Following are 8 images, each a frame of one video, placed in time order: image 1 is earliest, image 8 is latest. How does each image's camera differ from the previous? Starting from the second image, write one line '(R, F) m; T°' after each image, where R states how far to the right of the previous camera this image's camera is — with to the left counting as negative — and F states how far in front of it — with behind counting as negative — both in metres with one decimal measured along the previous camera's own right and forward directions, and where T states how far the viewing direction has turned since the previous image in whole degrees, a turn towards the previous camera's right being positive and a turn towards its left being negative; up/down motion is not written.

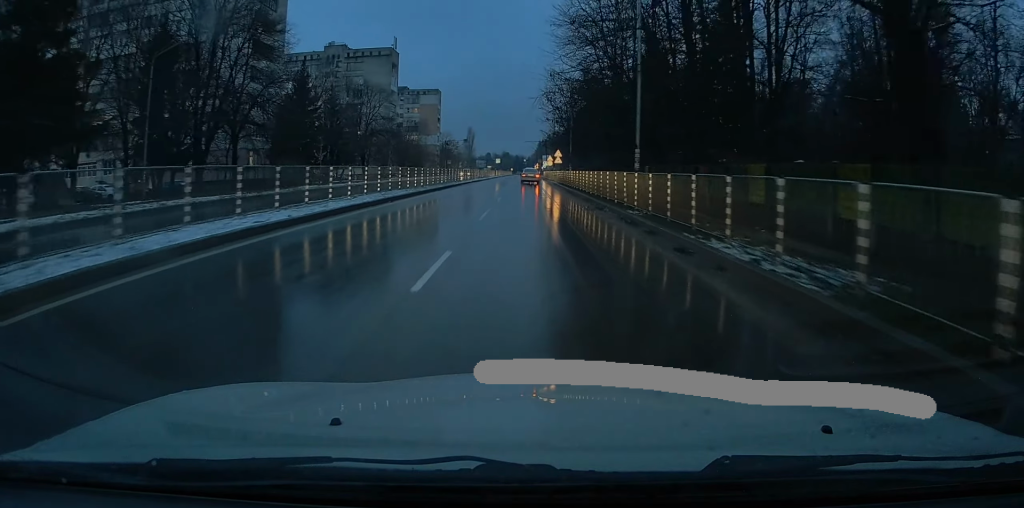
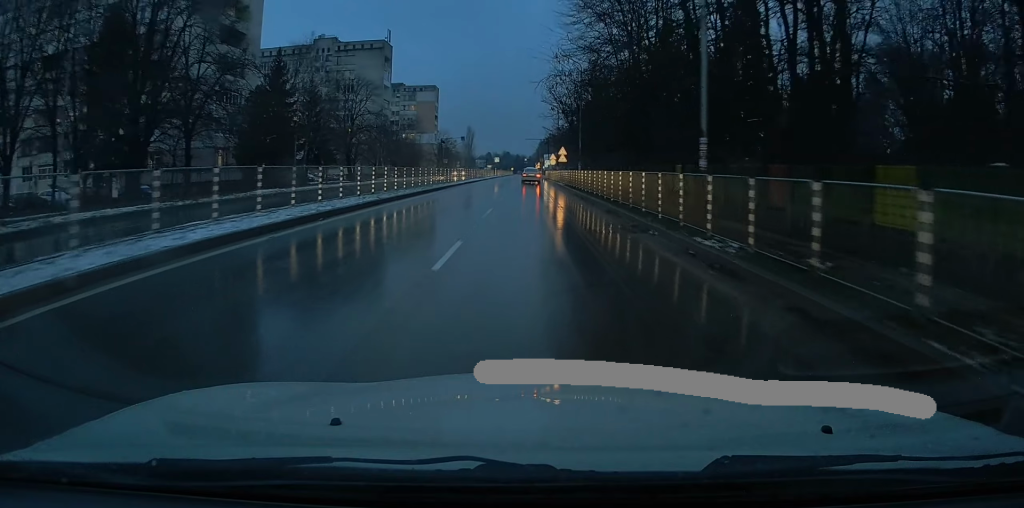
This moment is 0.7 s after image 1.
(+0.2, +7.1) m; +1°
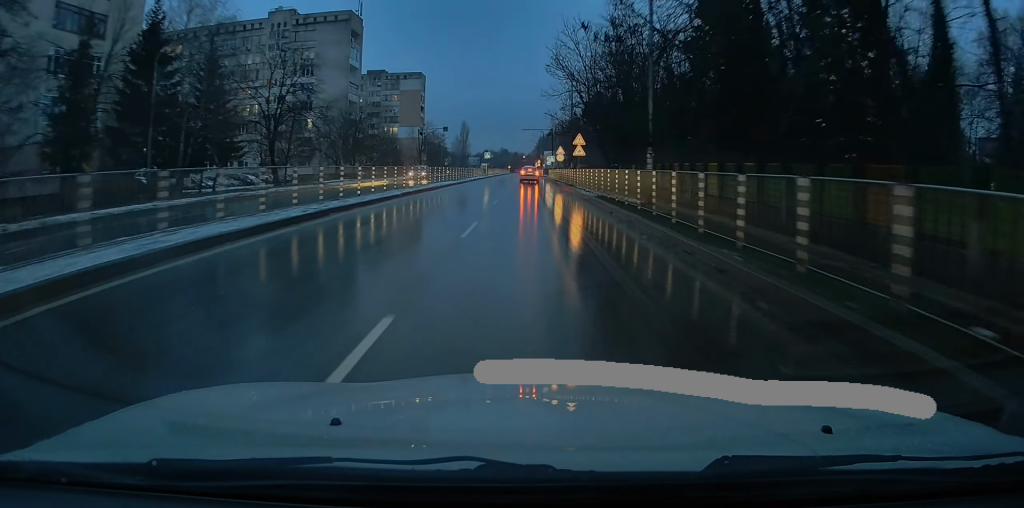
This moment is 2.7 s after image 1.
(0.0, +22.2) m; 0°
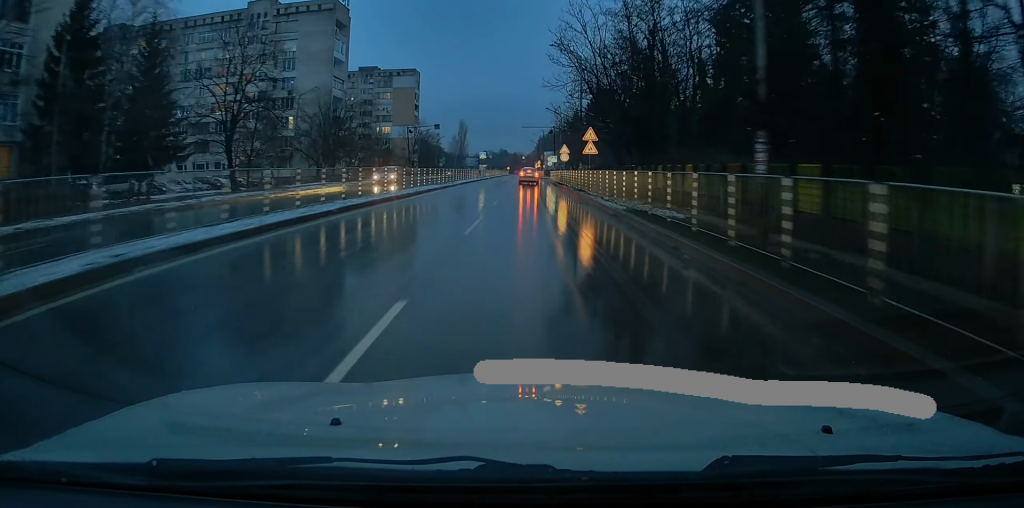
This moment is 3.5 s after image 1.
(0.0, +7.7) m; 0°
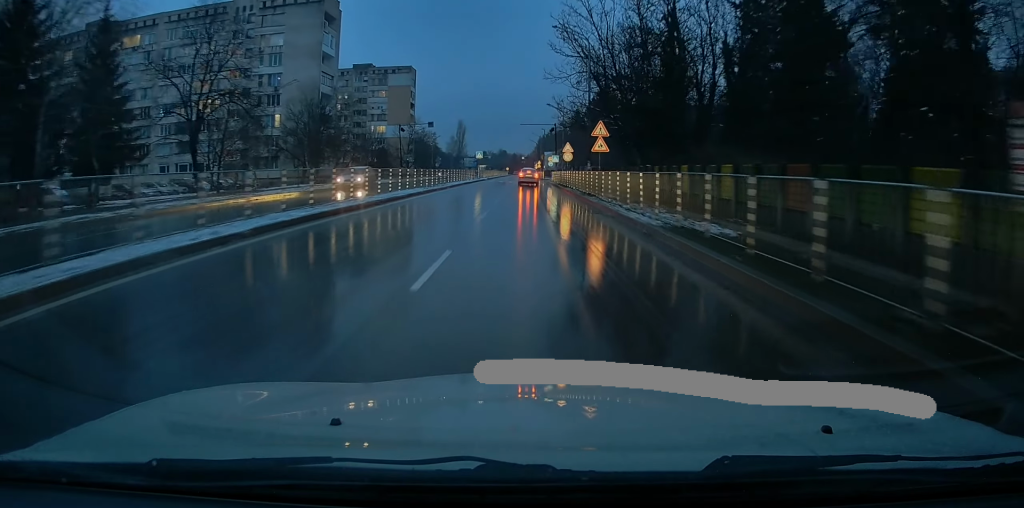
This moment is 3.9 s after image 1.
(0.0, +4.9) m; 0°
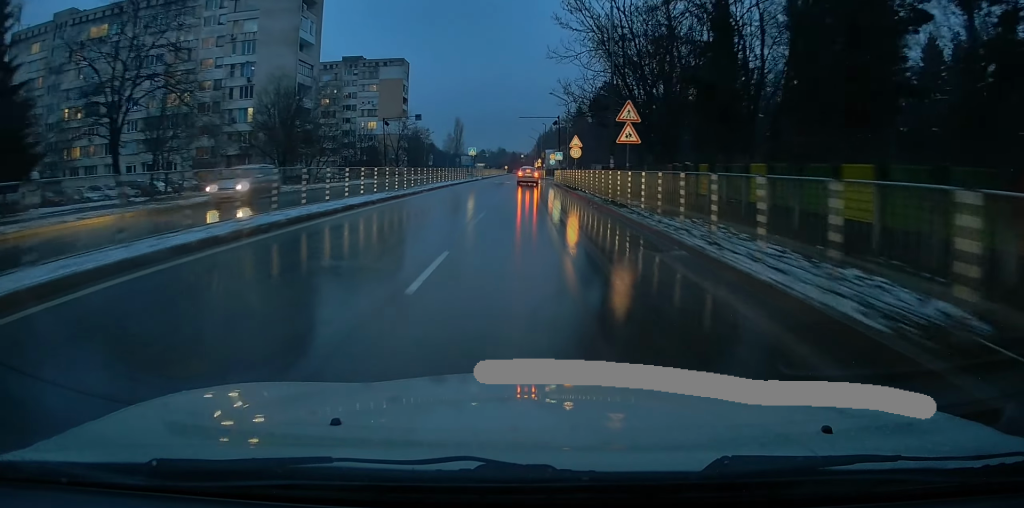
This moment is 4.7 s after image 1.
(0.0, +8.5) m; -1°
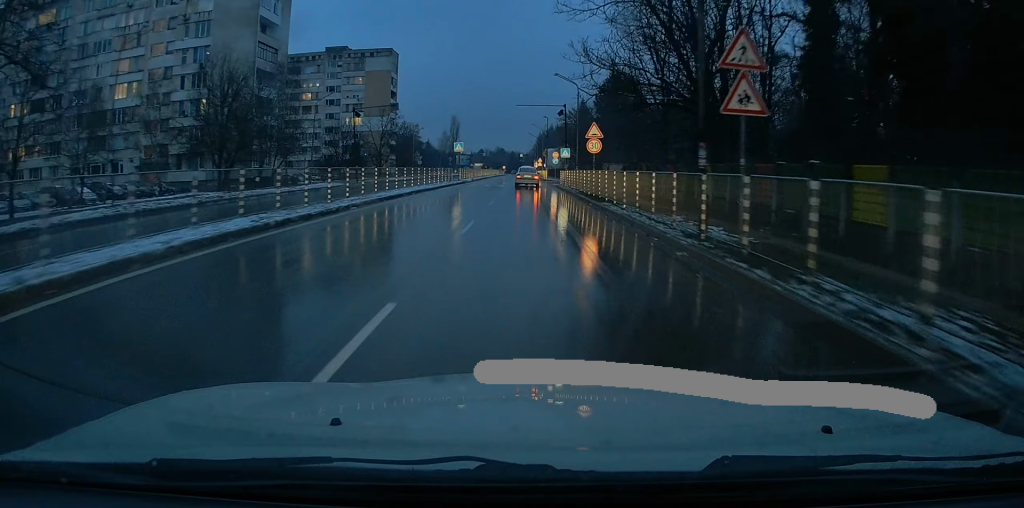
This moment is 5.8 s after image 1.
(-0.1, +12.0) m; 0°
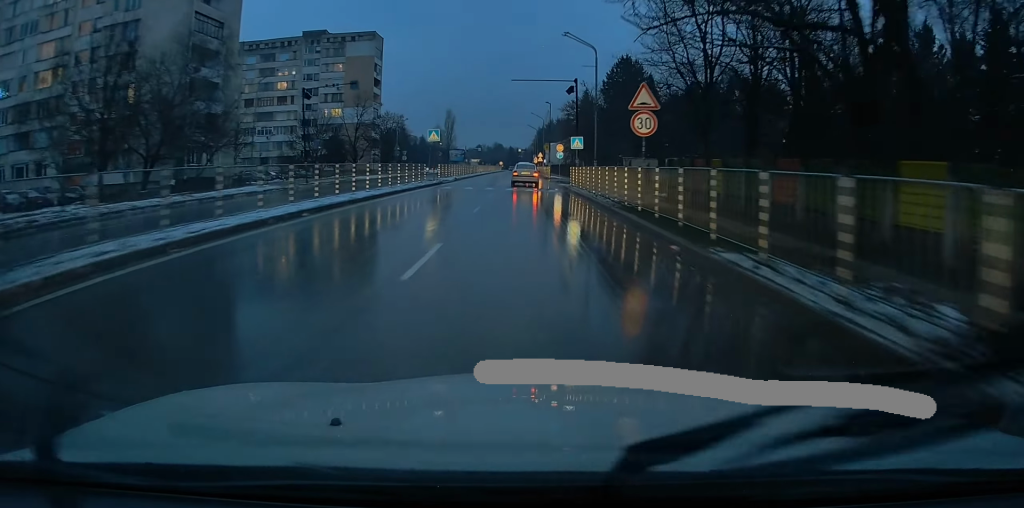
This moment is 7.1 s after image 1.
(+0.3, +13.1) m; +3°
